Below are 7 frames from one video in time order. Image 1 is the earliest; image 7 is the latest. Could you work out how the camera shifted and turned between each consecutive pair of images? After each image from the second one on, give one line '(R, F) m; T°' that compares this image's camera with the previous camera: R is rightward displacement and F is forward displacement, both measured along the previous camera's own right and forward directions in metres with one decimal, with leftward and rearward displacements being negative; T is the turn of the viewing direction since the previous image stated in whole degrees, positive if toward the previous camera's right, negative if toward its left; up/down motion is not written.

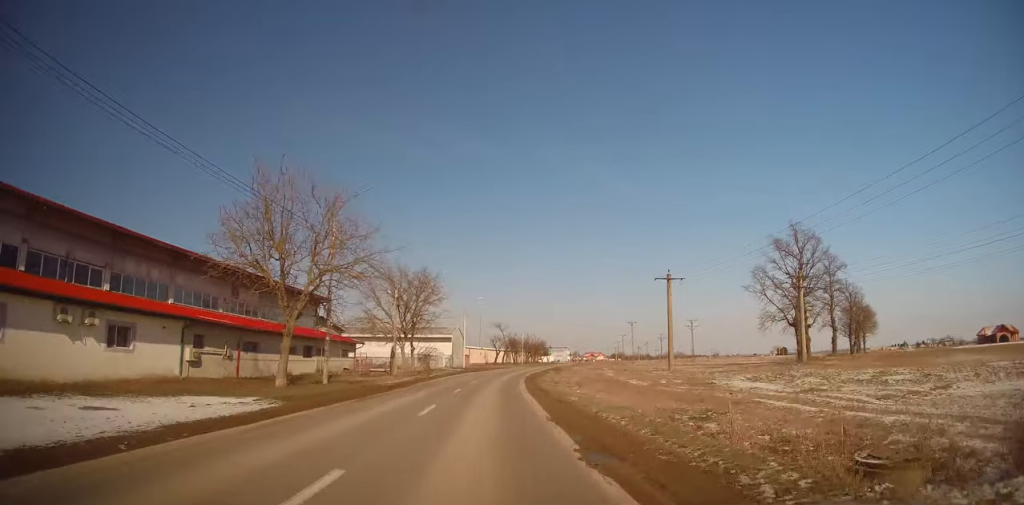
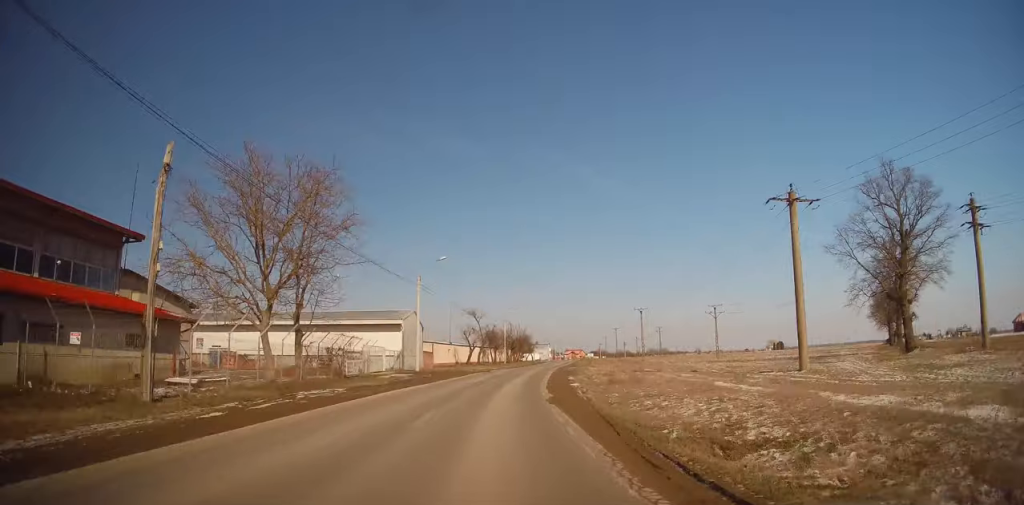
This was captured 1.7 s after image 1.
(+0.7, +28.6) m; +2°
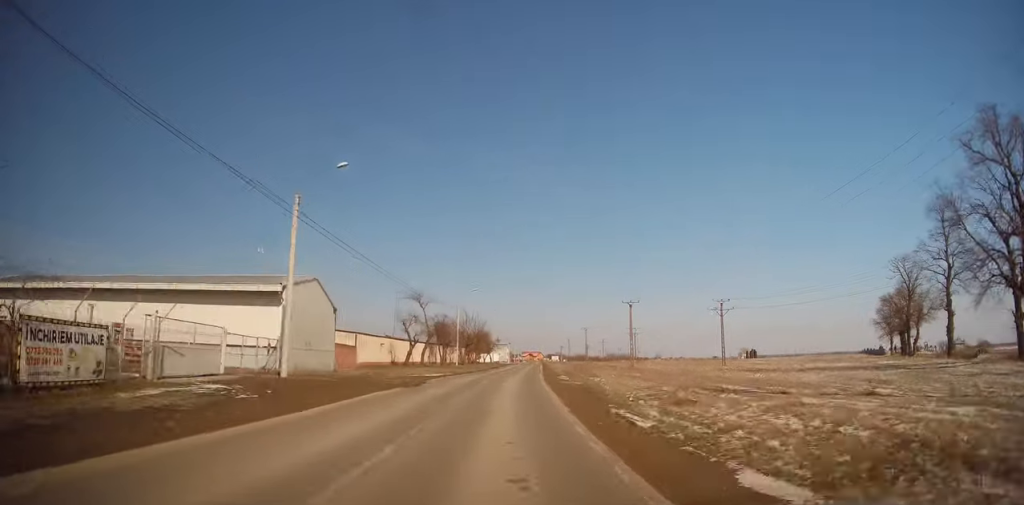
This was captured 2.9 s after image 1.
(+0.6, +22.1) m; +4°
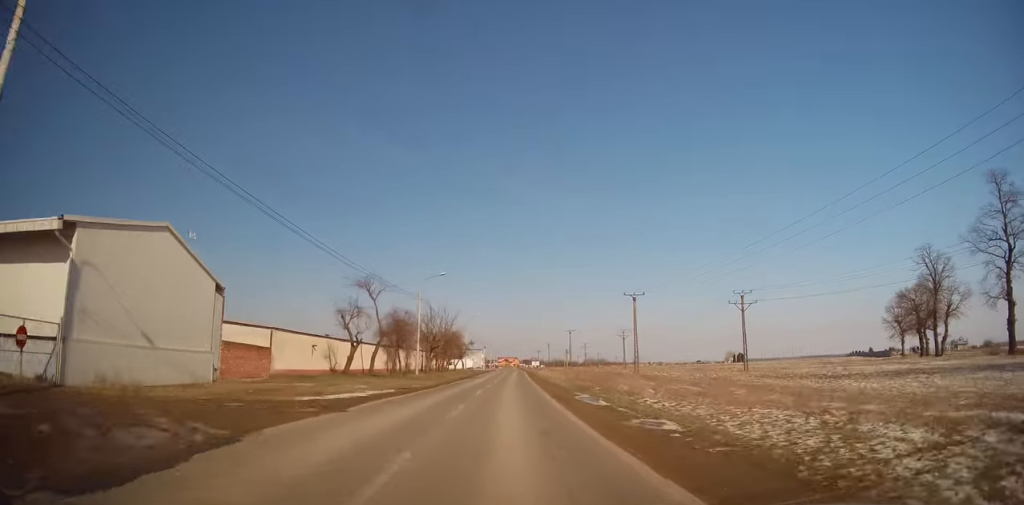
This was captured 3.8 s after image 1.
(+0.6, +16.4) m; +2°
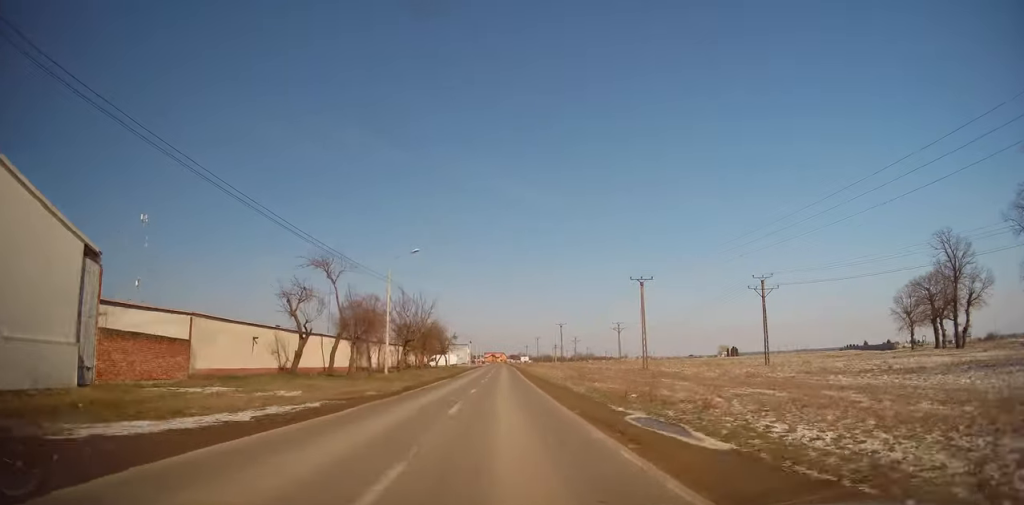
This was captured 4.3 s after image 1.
(+0.1, +9.8) m; +1°
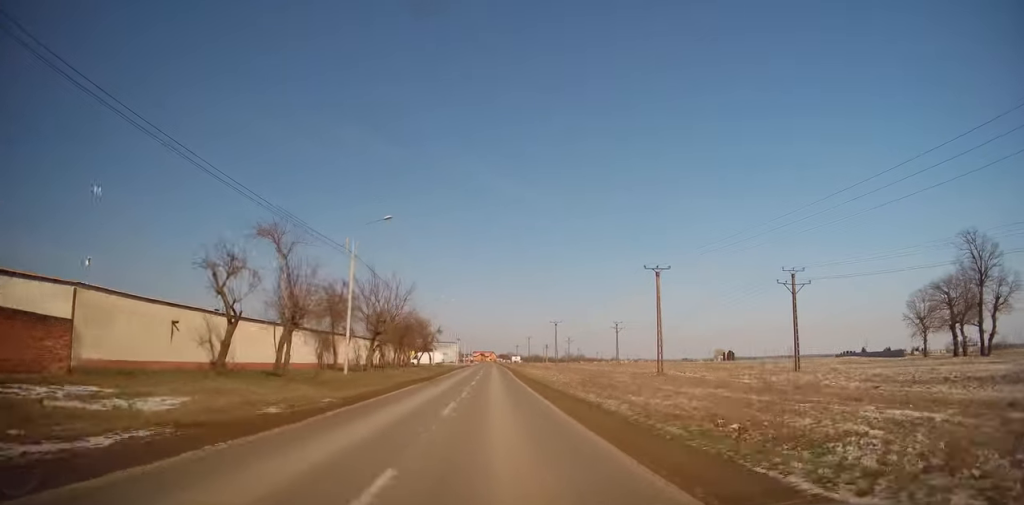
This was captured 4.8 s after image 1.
(-0.2, +9.2) m; +1°
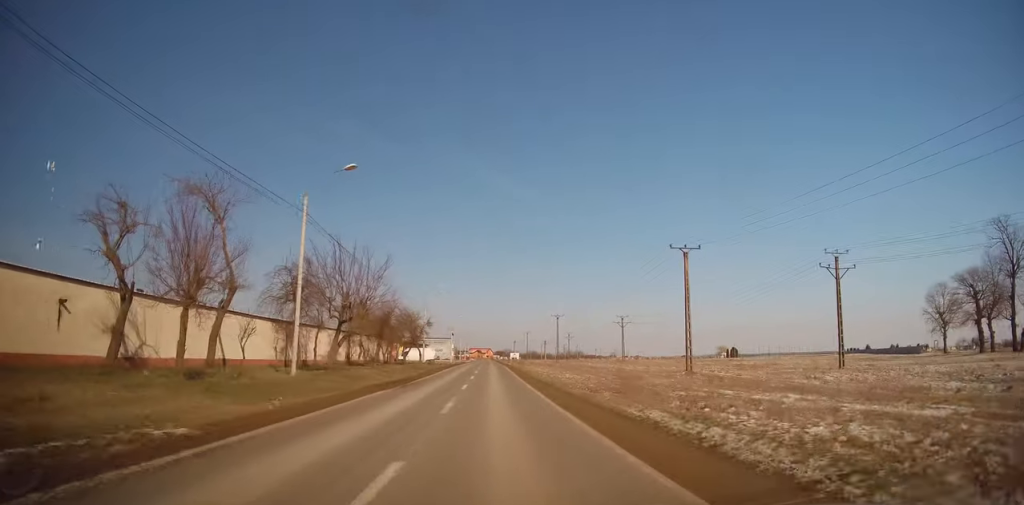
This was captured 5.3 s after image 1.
(+0.2, +8.6) m; +1°
